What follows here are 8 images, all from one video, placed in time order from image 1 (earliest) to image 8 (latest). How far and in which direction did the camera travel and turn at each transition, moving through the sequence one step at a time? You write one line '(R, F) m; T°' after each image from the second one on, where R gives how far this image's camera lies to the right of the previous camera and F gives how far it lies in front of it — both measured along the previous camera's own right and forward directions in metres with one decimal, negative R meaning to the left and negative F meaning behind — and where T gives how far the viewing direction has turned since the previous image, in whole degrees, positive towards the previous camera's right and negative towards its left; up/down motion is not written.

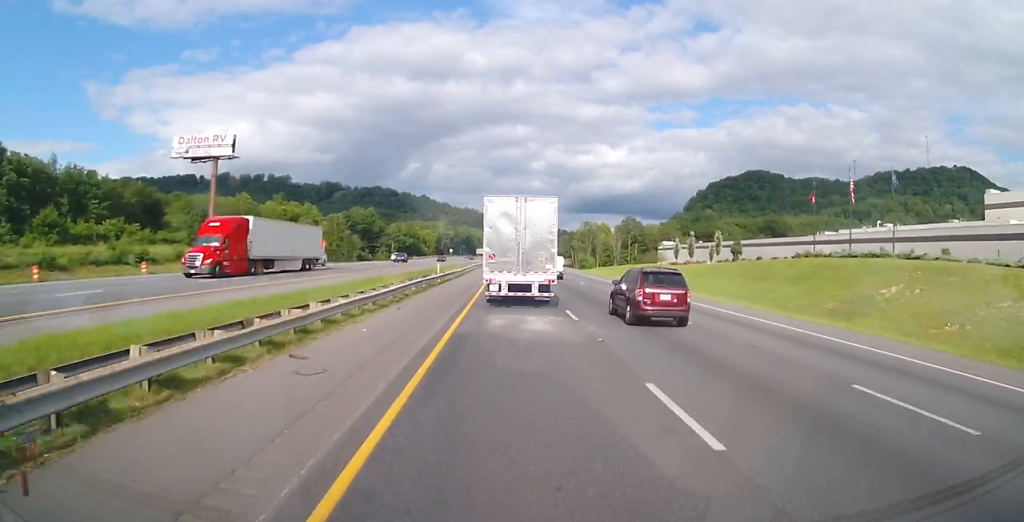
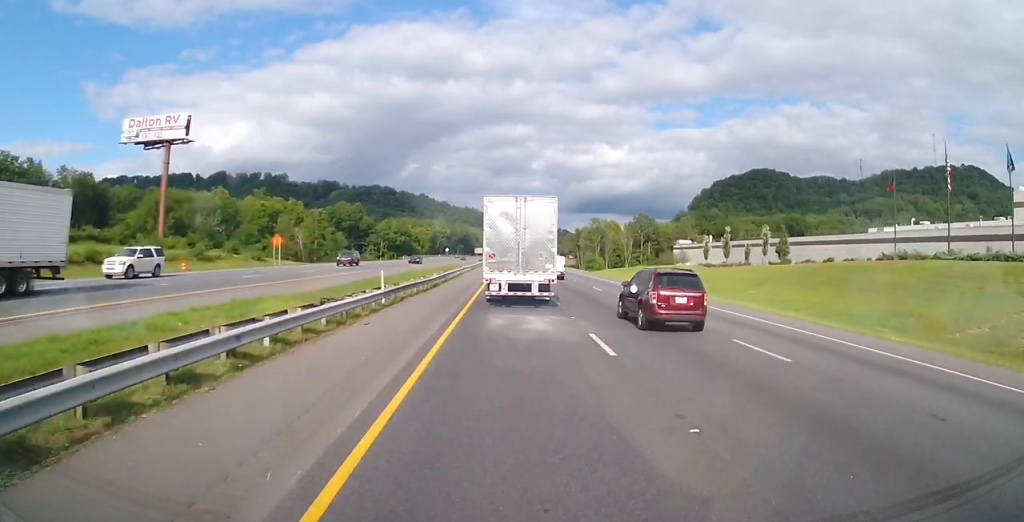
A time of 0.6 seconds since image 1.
(0.0, +18.8) m; 0°
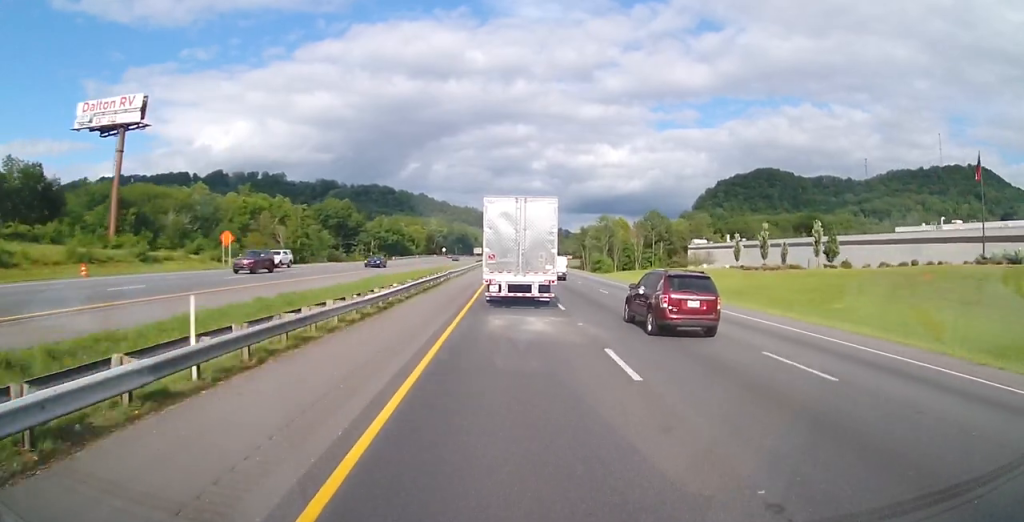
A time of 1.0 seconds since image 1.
(0.0, +14.4) m; 0°
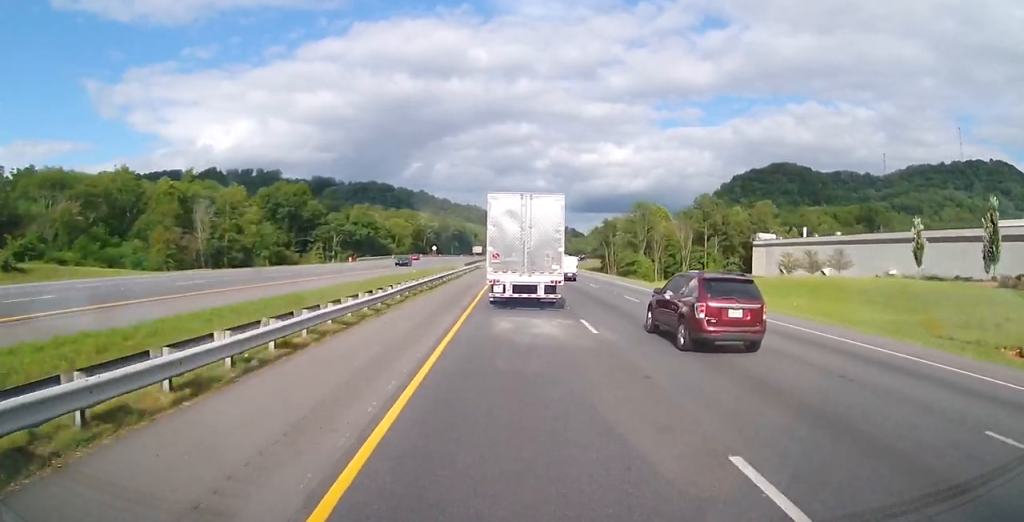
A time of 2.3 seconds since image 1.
(0.0, +42.8) m; 0°
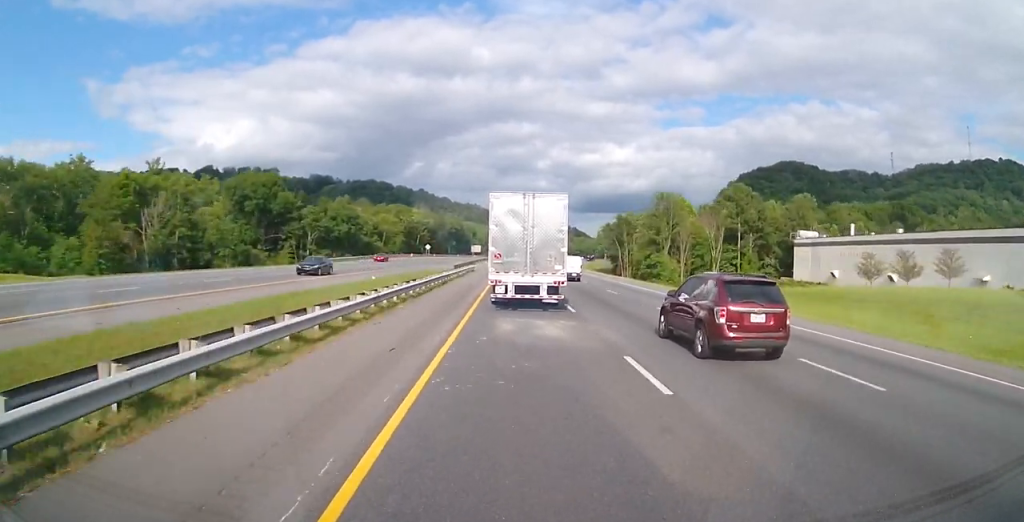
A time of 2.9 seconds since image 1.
(0.0, +18.7) m; 0°
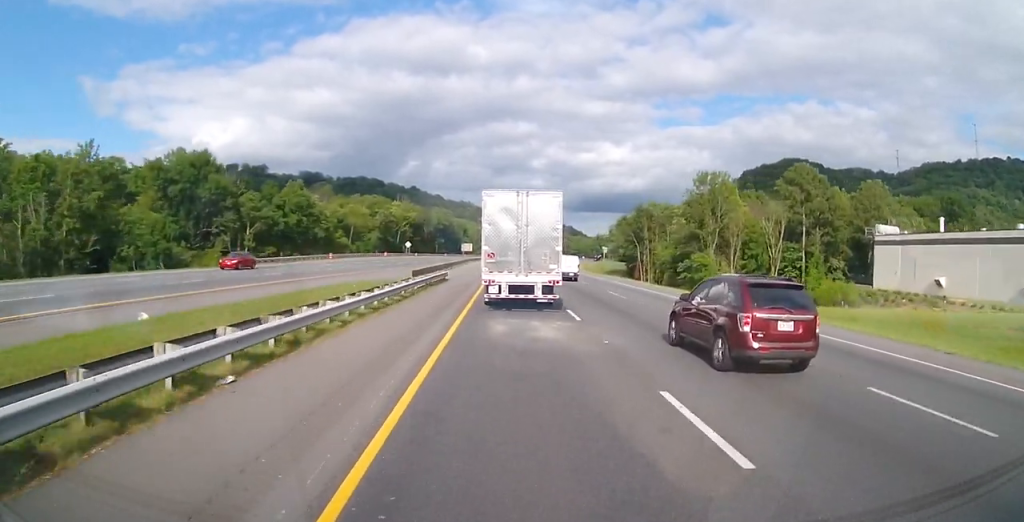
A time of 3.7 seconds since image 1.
(0.0, +27.5) m; -1°
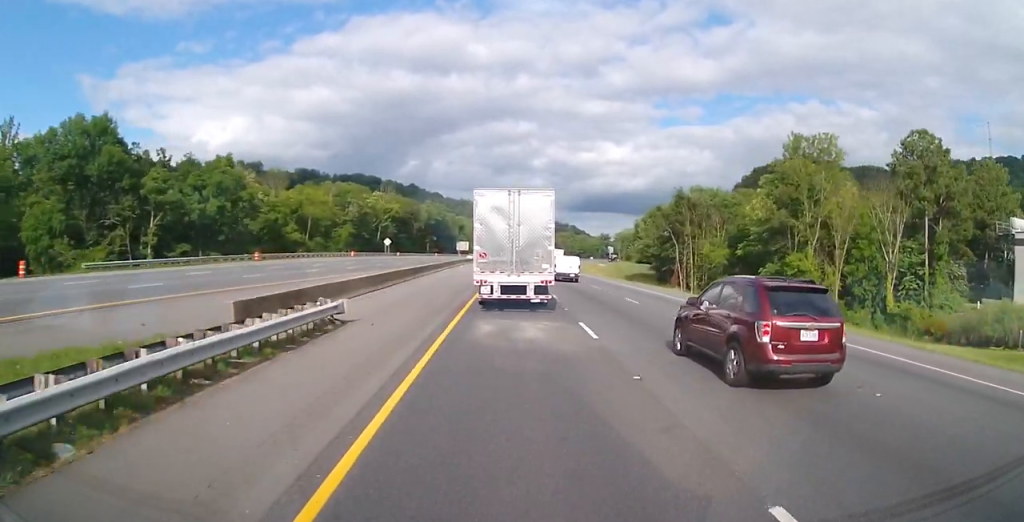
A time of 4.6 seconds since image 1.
(-0.3, +28.3) m; 0°
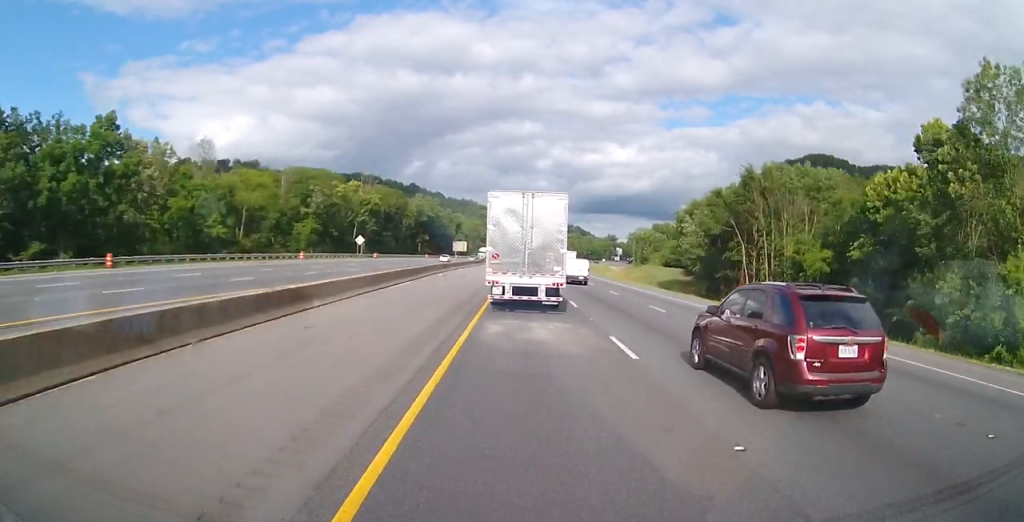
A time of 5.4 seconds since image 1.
(+0.1, +27.0) m; +1°
